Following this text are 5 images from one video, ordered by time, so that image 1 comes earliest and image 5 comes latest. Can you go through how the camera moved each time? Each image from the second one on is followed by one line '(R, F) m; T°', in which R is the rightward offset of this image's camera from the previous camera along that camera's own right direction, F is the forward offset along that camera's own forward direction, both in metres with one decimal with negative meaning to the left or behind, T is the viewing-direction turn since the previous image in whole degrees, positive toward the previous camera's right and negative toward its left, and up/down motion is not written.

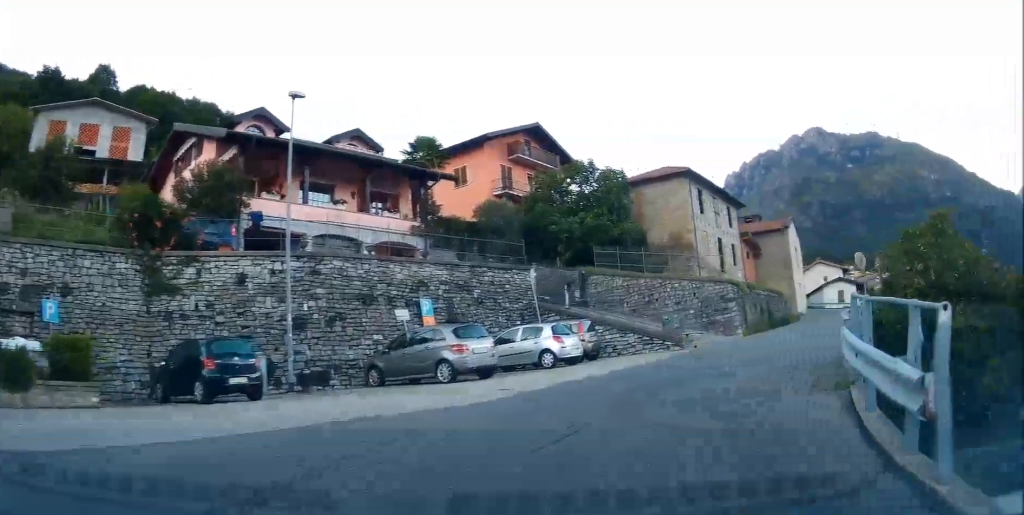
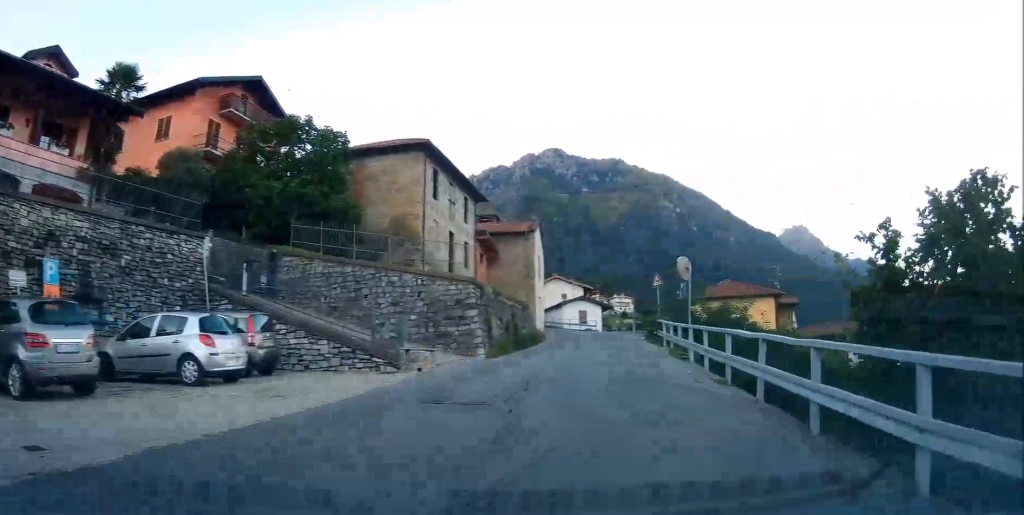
(+2.0, +8.4) m; +15°
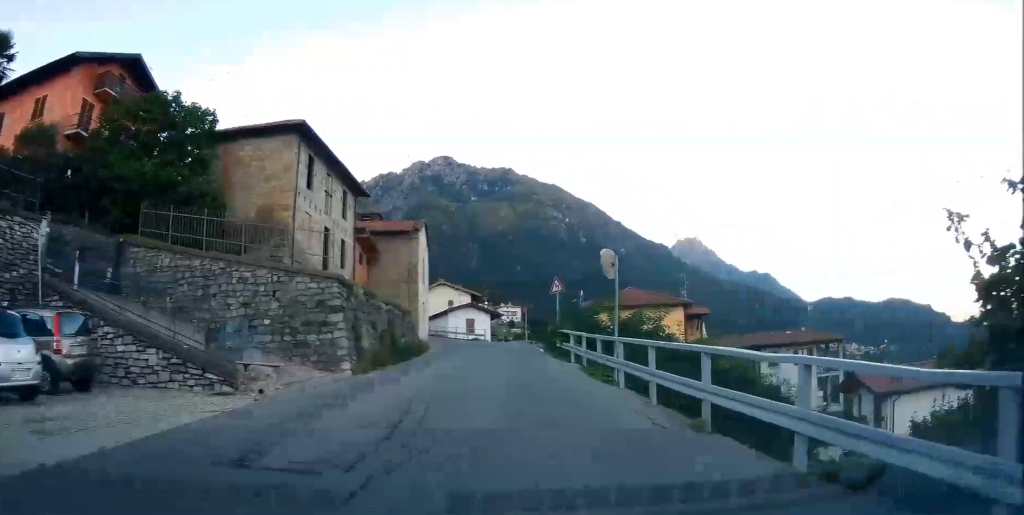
(-0.1, +4.1) m; +6°
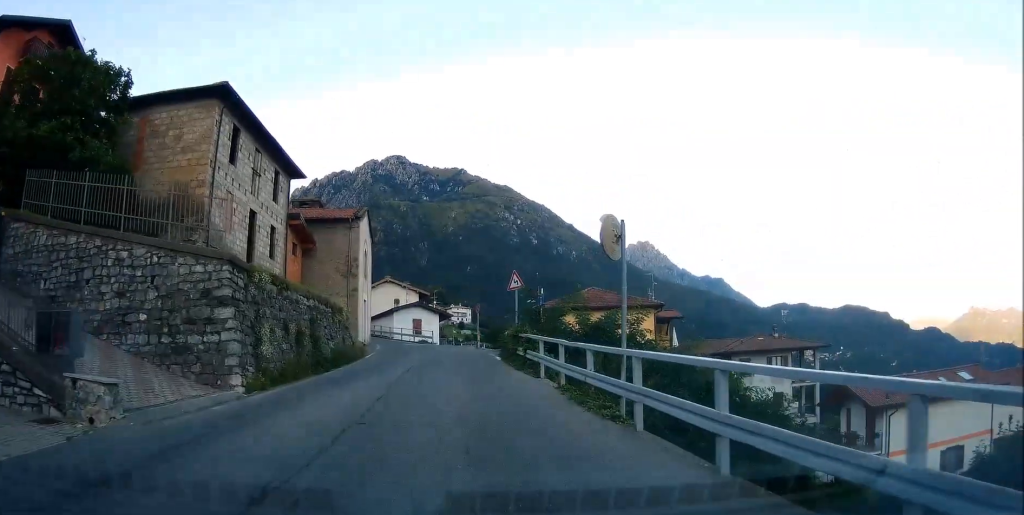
(0.0, +4.2) m; +7°
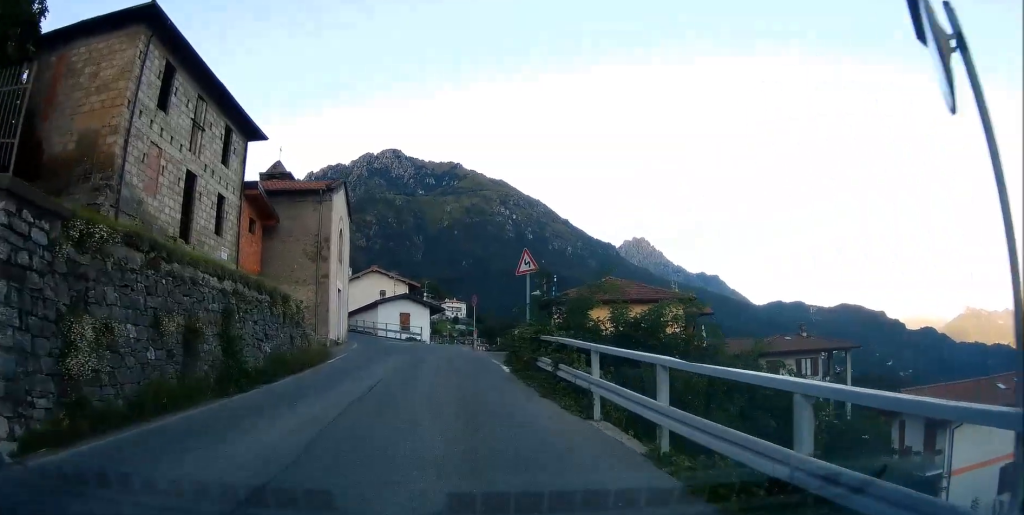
(+1.1, +6.6) m; +12°
